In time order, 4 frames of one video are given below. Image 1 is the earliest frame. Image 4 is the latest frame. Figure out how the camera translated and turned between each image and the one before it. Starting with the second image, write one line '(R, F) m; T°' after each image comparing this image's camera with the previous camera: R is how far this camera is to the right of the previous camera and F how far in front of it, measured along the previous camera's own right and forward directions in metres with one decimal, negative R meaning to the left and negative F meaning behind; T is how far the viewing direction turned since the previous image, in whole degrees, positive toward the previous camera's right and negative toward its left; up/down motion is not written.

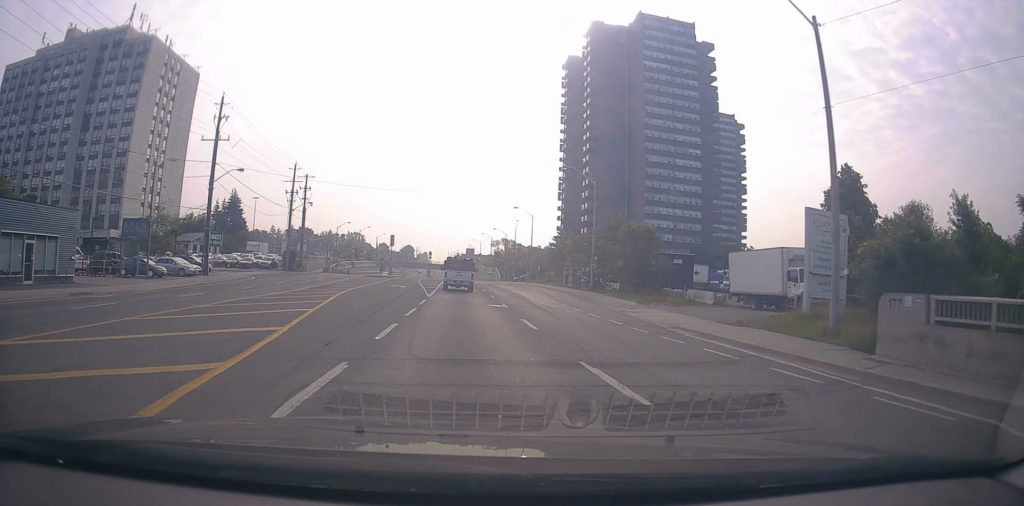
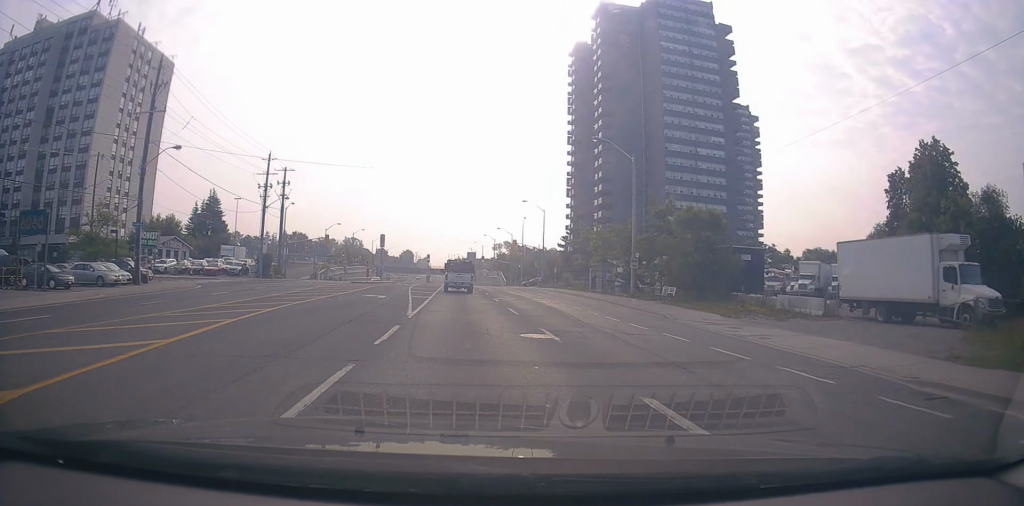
(+0.1, +12.0) m; +2°
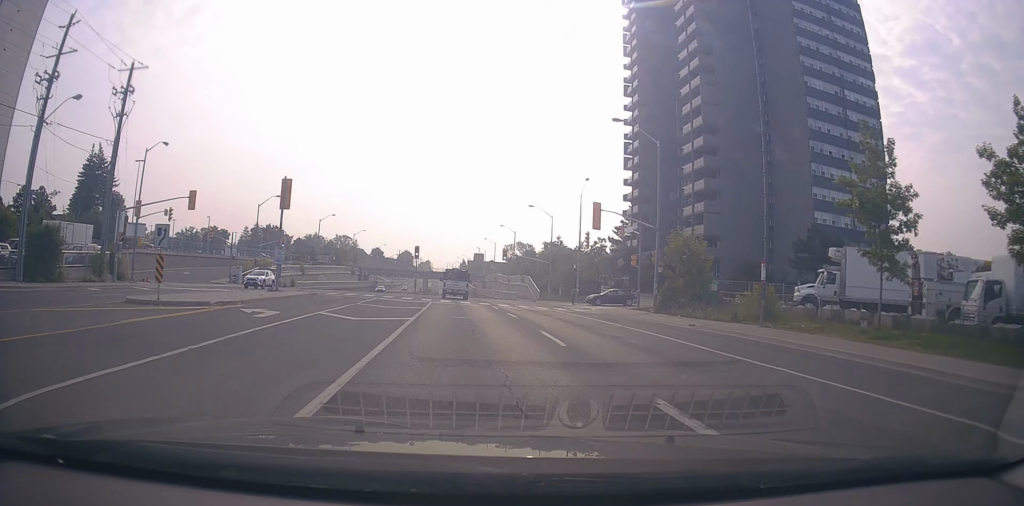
(-1.2, +44.2) m; -3°
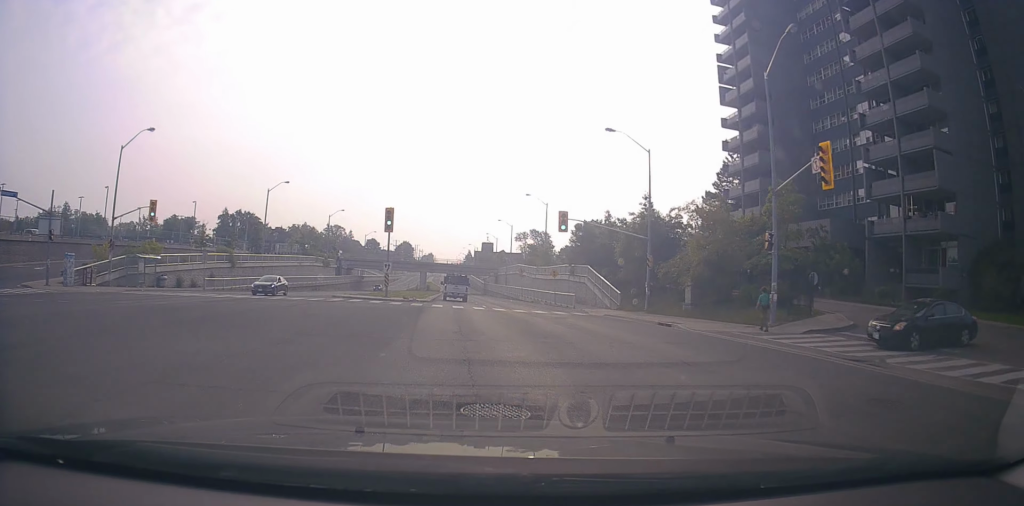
(+0.7, +35.8) m; 0°
